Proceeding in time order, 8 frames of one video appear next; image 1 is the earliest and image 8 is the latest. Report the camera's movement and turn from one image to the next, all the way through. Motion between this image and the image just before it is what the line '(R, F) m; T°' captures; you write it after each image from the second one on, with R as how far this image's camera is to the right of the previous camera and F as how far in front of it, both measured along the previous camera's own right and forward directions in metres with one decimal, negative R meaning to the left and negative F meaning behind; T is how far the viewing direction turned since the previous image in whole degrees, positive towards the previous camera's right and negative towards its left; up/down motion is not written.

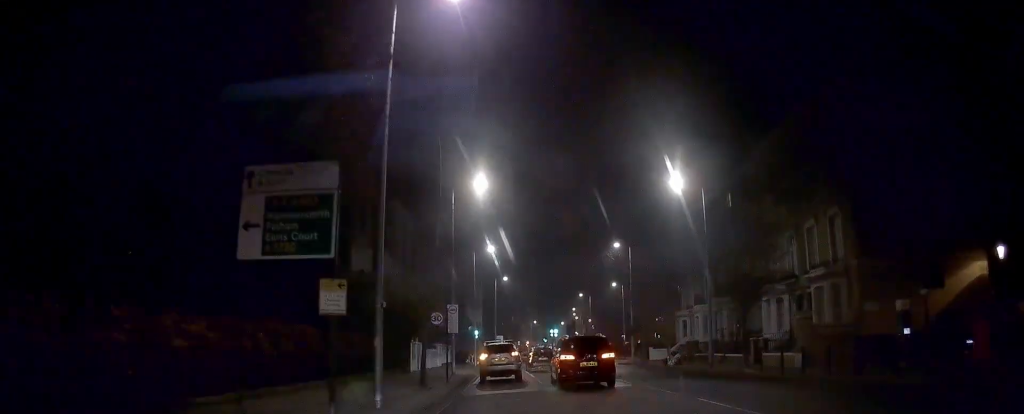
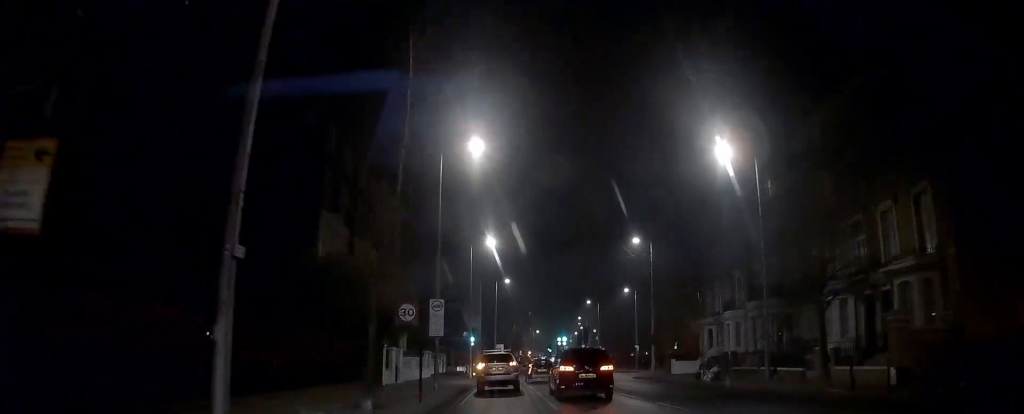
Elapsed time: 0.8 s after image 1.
(0.0, +7.1) m; -1°
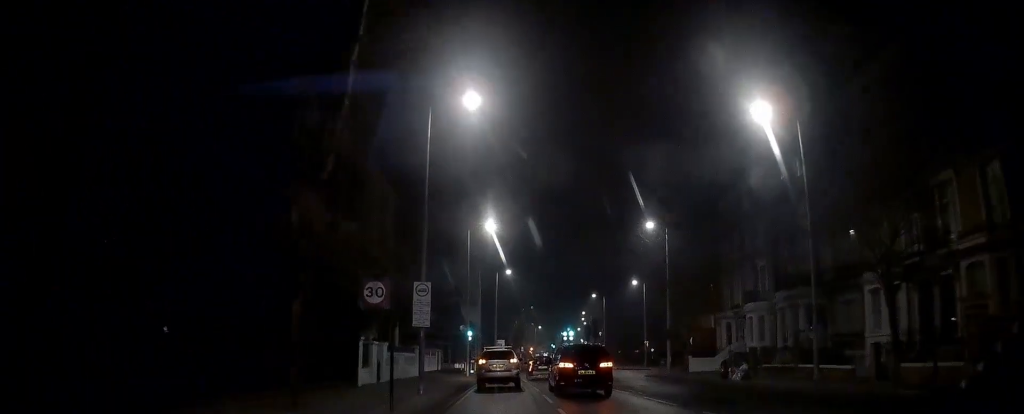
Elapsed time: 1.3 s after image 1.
(0.0, +4.3) m; 0°
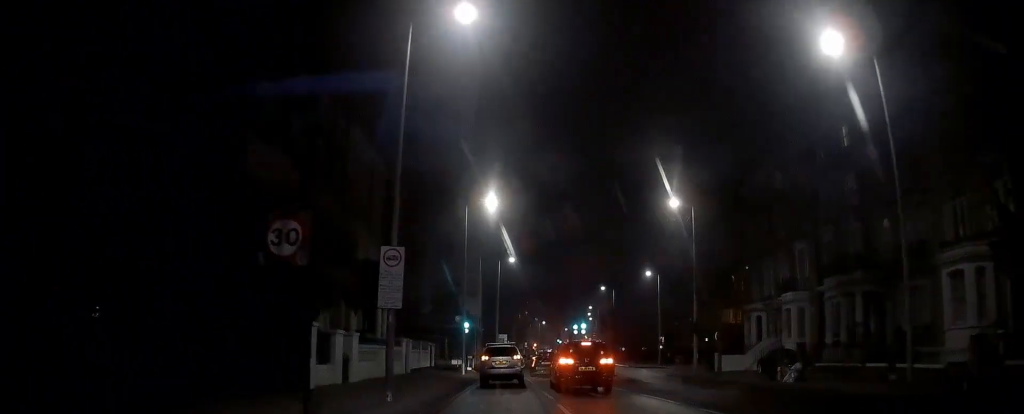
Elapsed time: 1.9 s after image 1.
(0.0, +5.5) m; 0°
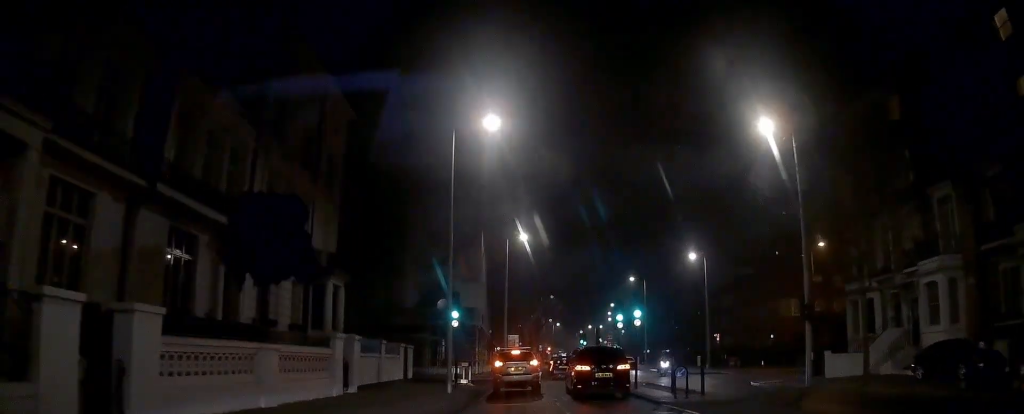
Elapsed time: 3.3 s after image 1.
(0.0, +13.1) m; 0°
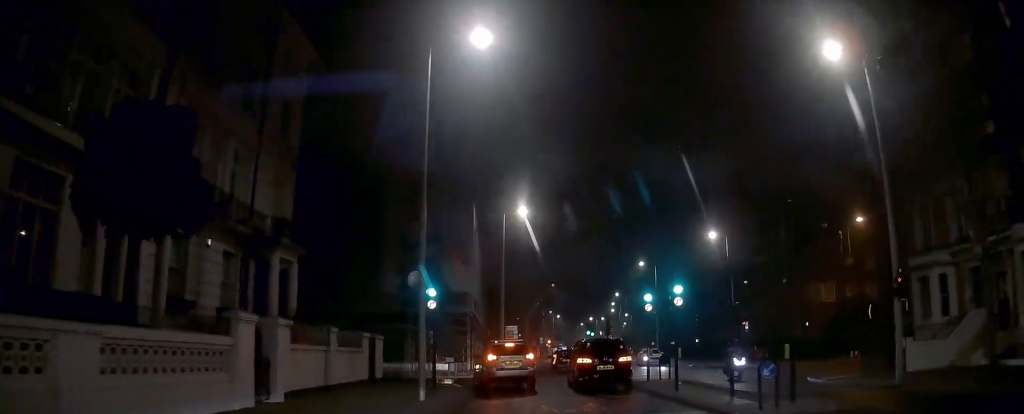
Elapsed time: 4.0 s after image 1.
(0.0, +6.4) m; +1°
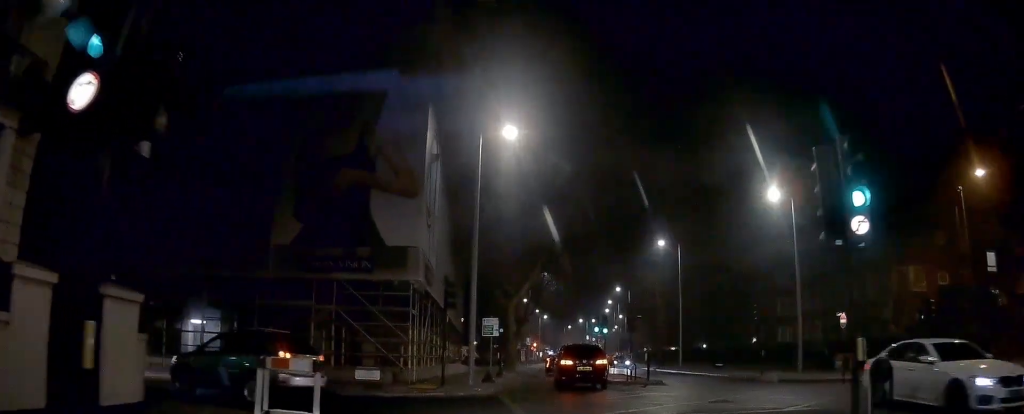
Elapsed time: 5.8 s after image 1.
(+0.4, +15.5) m; +2°
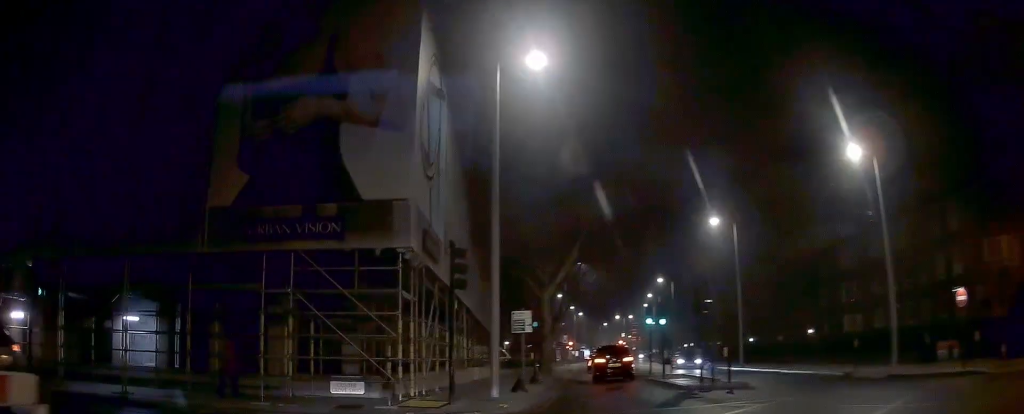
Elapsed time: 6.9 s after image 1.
(-0.1, +8.2) m; -4°
